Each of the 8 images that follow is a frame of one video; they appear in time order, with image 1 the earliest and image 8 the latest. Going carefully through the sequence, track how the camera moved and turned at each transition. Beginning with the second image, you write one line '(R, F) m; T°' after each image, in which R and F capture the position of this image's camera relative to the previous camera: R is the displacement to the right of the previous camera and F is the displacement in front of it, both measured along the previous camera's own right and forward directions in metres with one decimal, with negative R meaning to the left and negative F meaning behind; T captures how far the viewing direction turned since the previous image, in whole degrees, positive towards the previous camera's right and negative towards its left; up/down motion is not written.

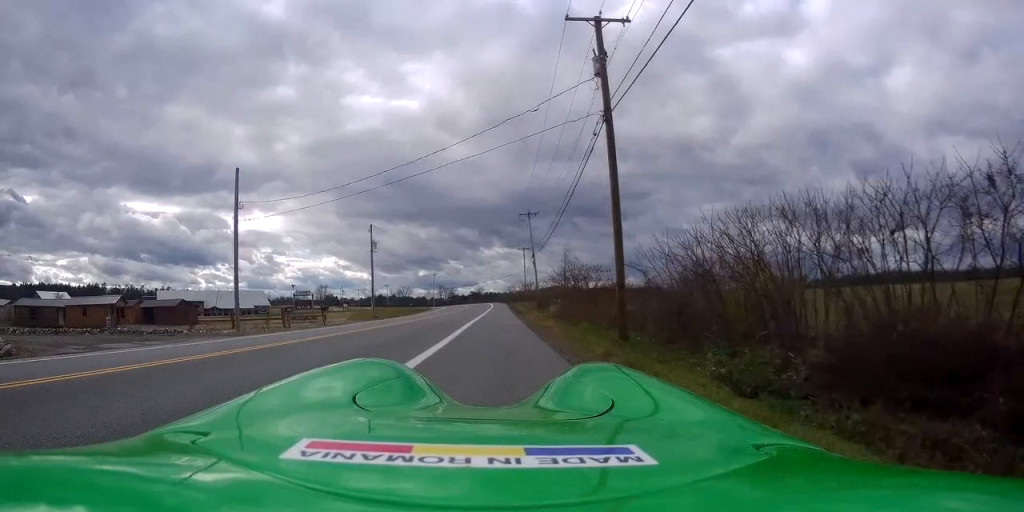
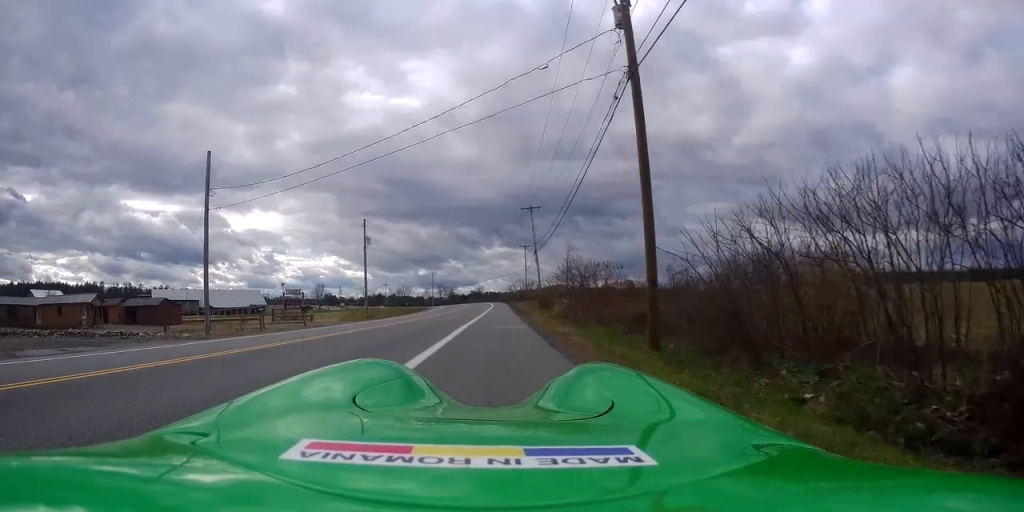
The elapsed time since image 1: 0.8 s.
(-0.1, +3.9) m; -6°
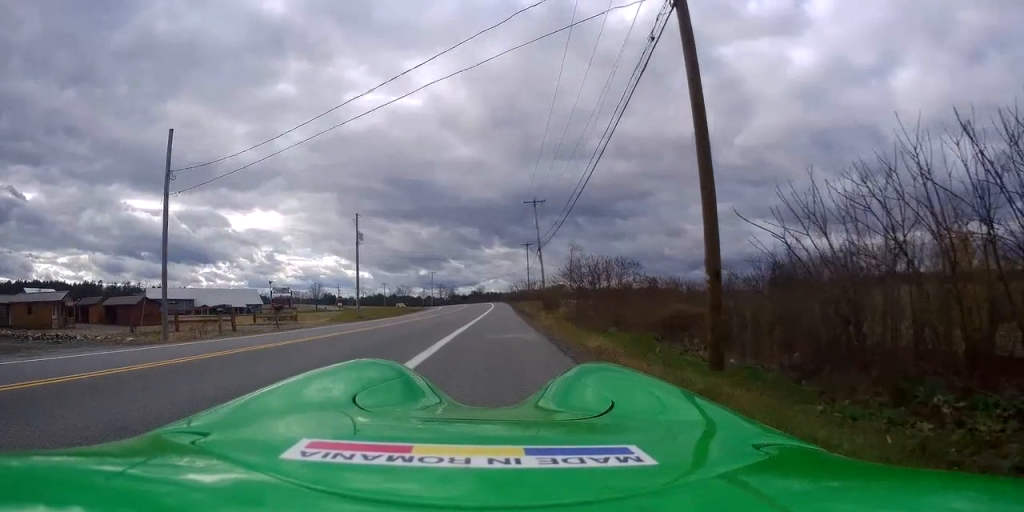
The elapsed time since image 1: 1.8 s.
(-0.4, +4.3) m; -4°
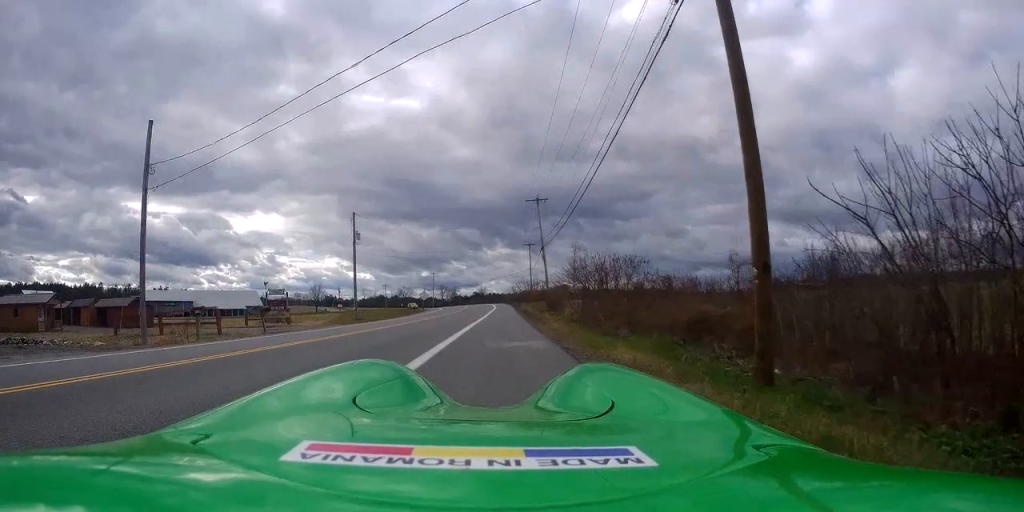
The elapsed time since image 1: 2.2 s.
(+0.1, +2.2) m; +4°
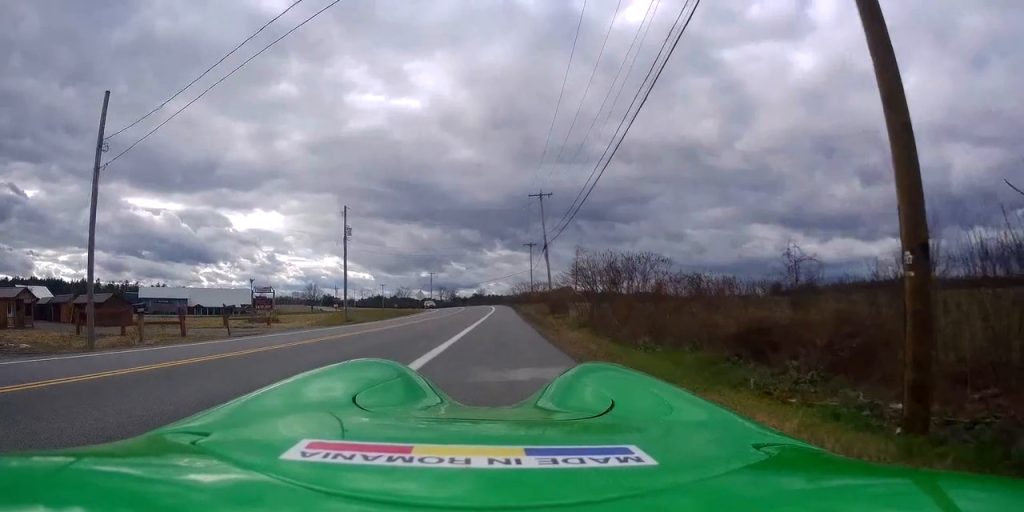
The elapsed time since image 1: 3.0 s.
(+0.1, +3.9) m; +4°
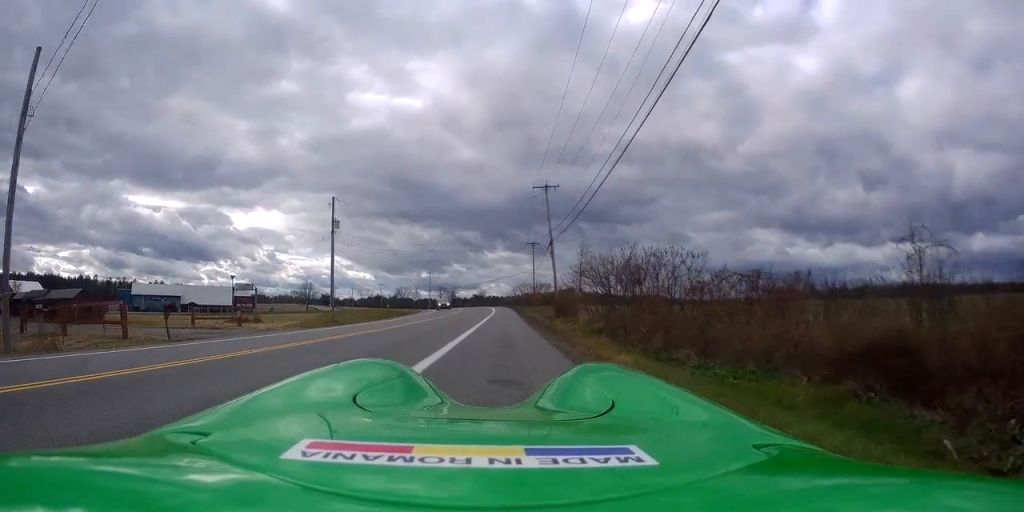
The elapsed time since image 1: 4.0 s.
(+0.2, +5.1) m; -1°
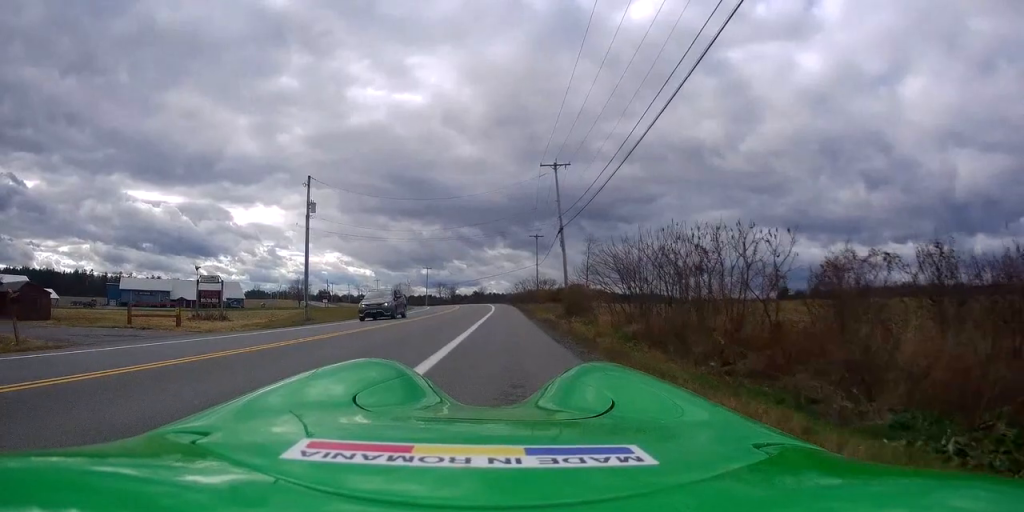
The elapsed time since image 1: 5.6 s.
(-0.1, +7.6) m; -3°
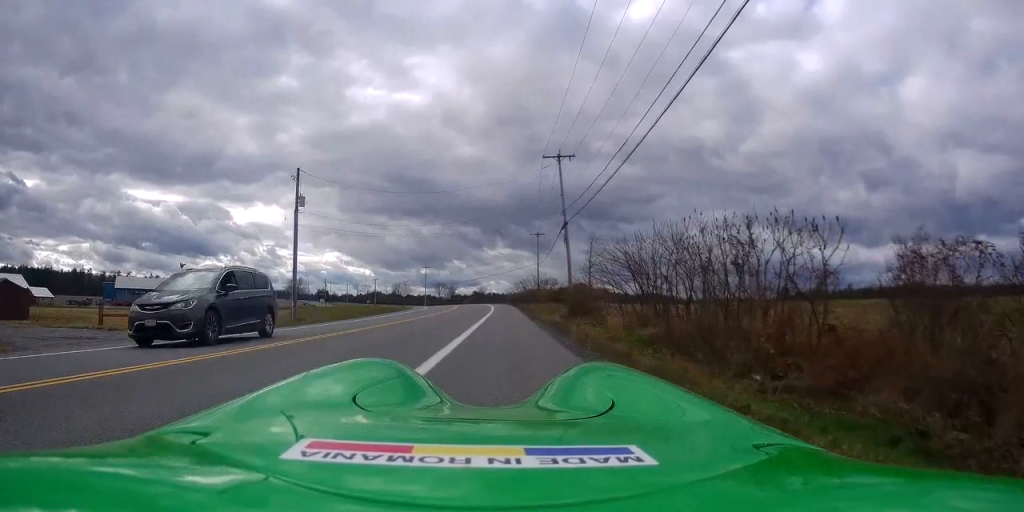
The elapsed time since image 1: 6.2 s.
(-0.2, +2.8) m; -2°
